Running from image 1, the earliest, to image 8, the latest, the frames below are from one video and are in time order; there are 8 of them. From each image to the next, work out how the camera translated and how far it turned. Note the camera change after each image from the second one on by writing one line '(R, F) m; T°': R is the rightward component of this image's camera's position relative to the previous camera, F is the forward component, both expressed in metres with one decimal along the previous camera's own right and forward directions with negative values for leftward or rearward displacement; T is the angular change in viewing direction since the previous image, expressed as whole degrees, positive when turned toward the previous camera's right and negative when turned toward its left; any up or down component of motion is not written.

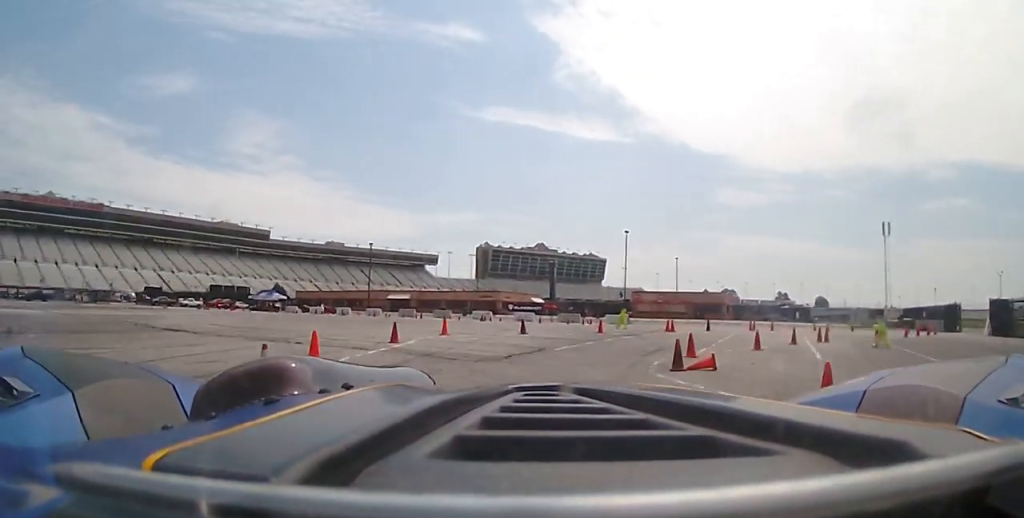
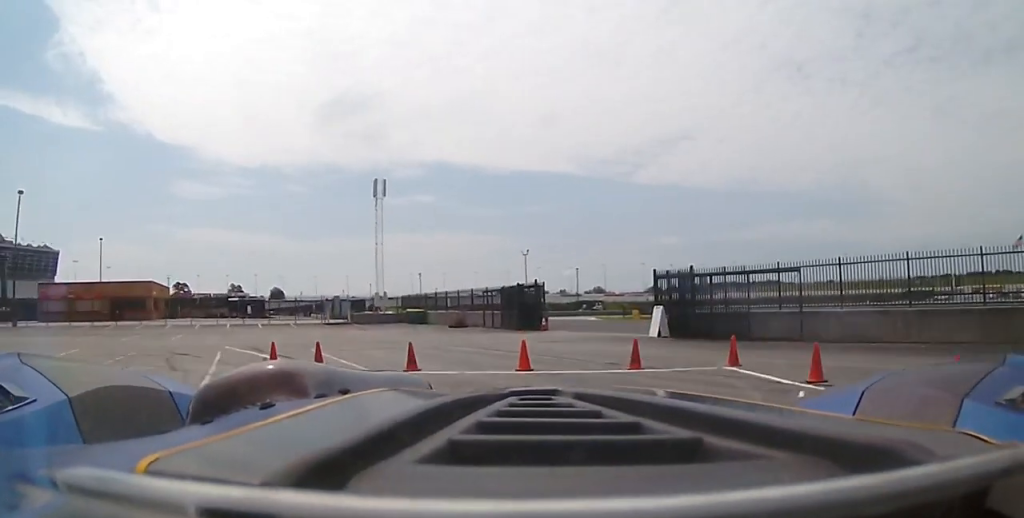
(+8.6, +23.4) m; +51°
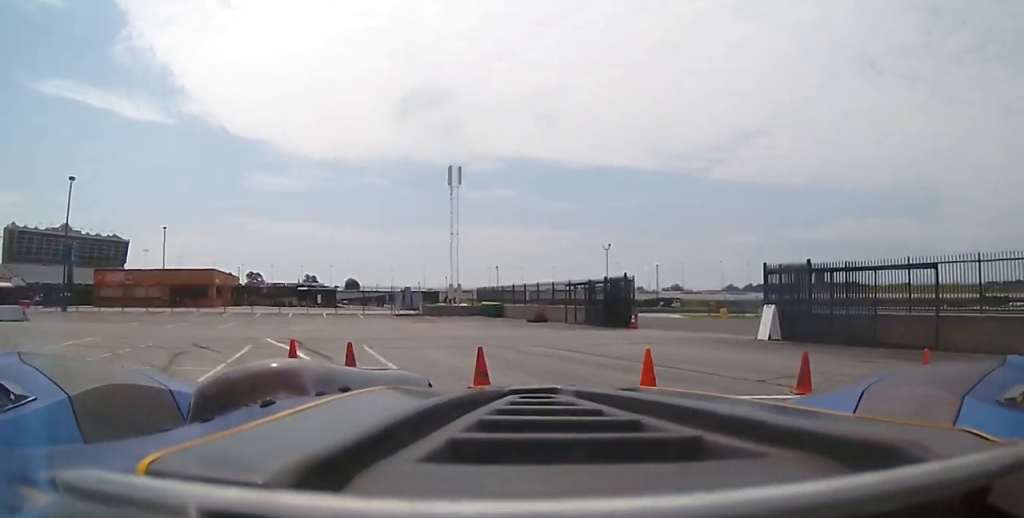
(-0.2, +2.0) m; -8°
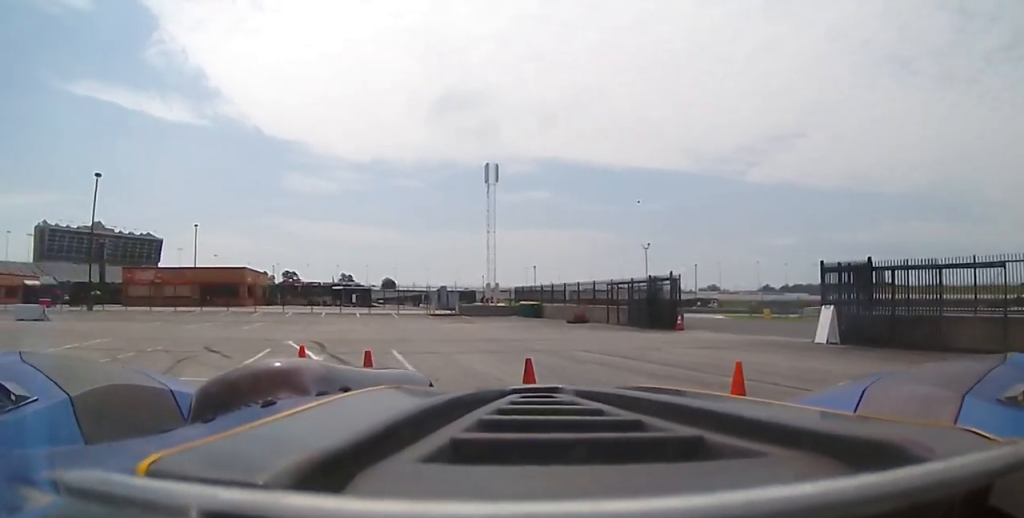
(0.0, +1.6) m; -9°
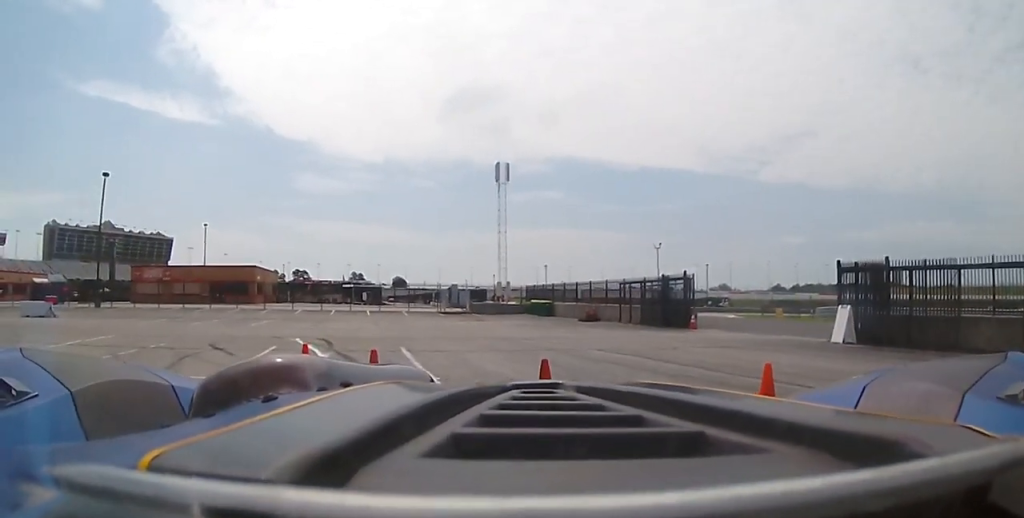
(-0.2, +0.9) m; -2°
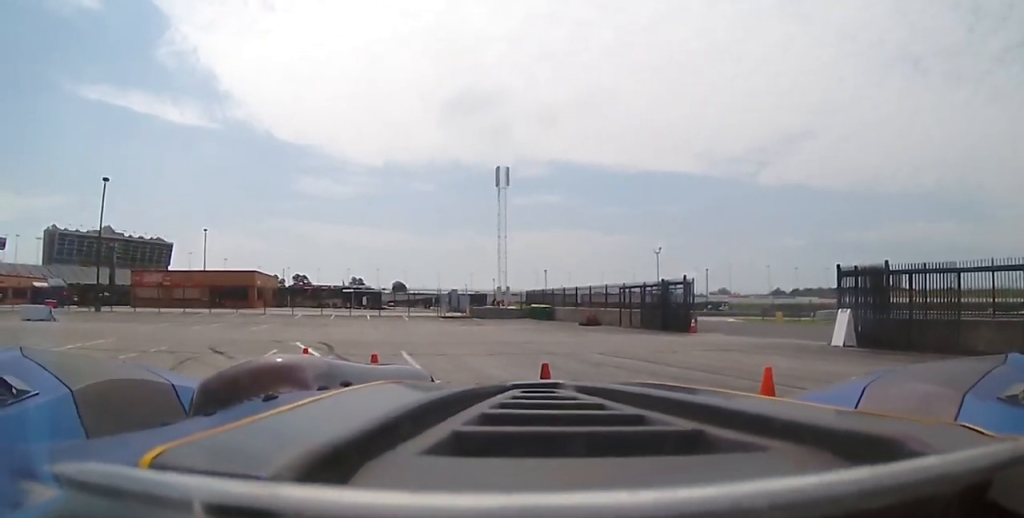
(-0.4, +0.8) m; 0°
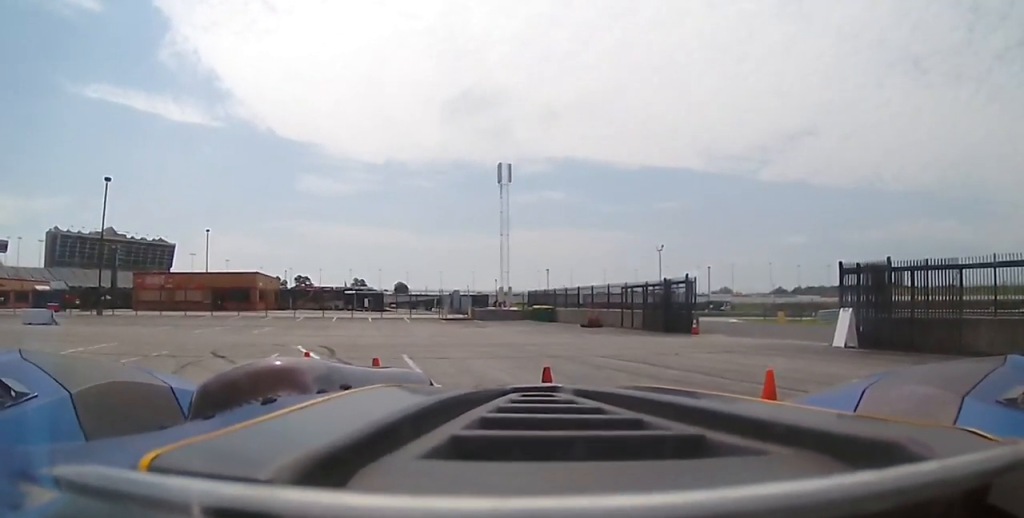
(-0.1, +0.3) m; 0°
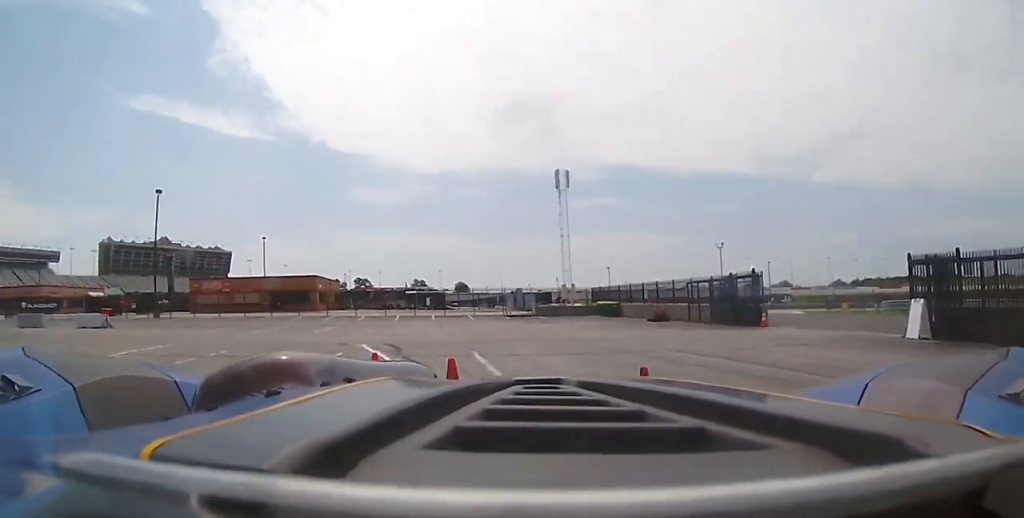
(-0.1, +0.7) m; -2°
